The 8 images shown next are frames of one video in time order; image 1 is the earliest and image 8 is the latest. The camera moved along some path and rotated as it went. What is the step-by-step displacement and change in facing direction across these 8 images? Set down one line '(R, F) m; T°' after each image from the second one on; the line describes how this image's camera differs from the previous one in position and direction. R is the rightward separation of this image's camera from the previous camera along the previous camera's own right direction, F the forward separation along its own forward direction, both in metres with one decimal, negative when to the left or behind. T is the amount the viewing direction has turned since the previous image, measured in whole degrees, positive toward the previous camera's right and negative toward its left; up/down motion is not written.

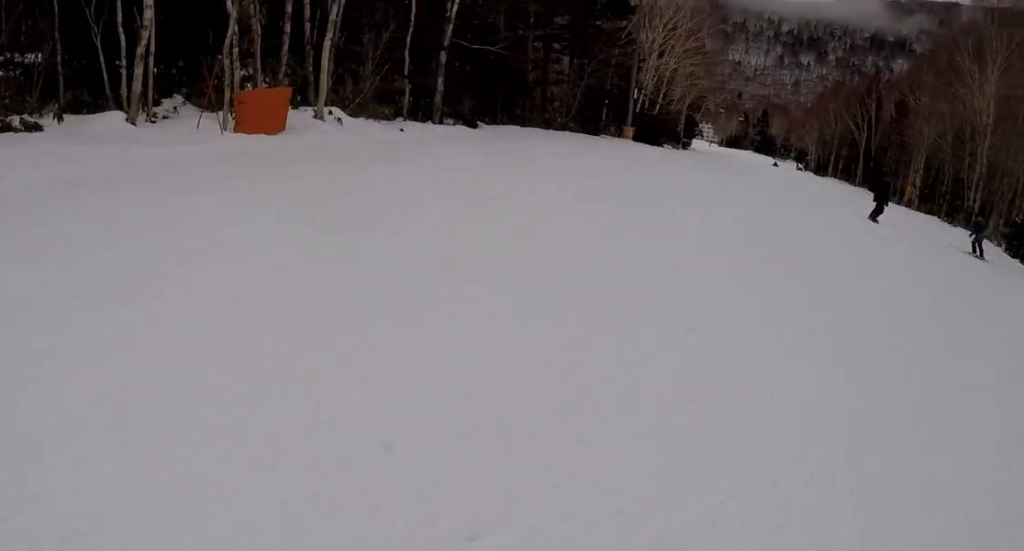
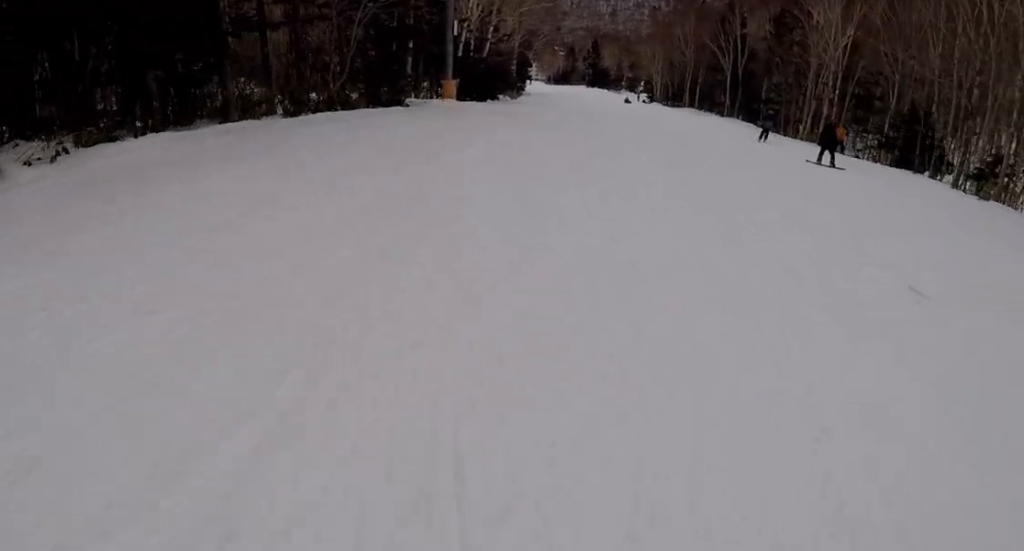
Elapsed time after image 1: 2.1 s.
(+1.1, +18.2) m; +16°
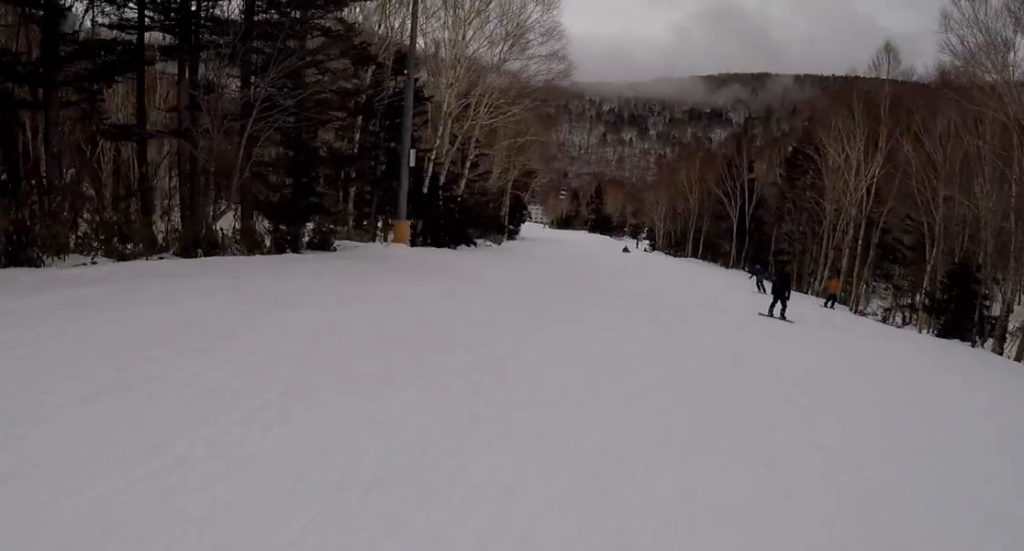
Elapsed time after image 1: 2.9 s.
(+0.7, +7.2) m; -1°
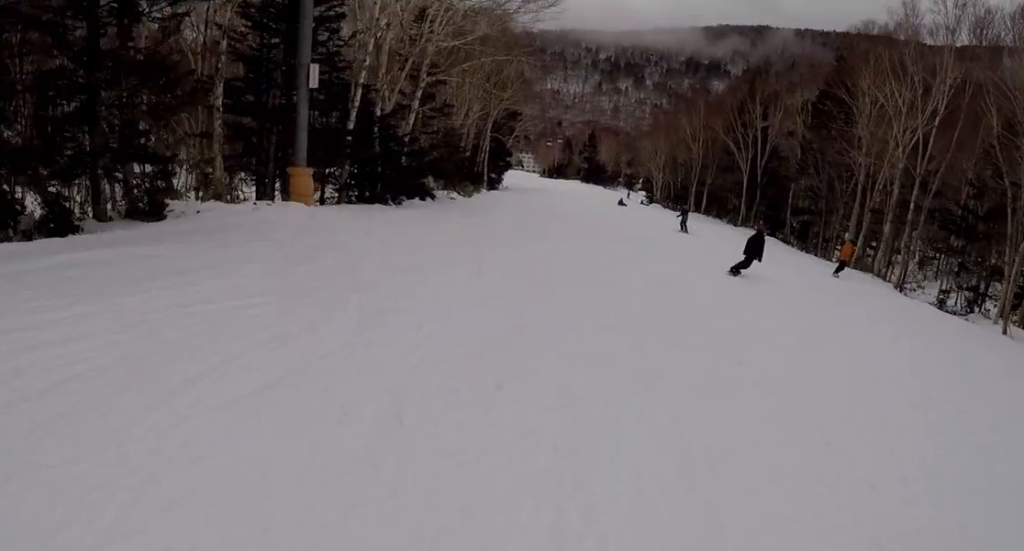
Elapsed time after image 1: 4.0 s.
(-1.0, +8.9) m; -12°
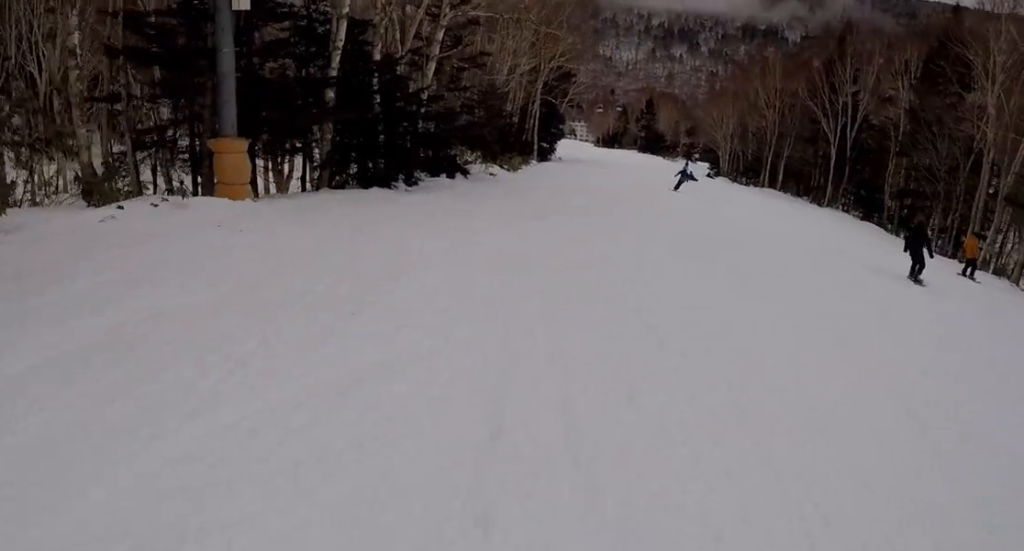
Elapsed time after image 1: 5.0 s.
(-0.6, +7.9) m; +1°
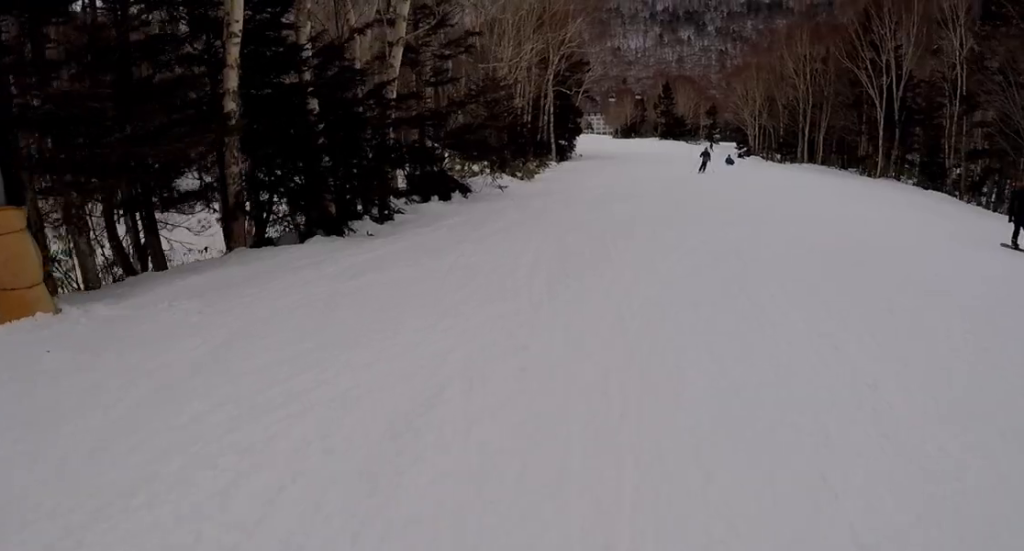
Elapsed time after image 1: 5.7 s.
(+0.3, +6.2) m; +6°
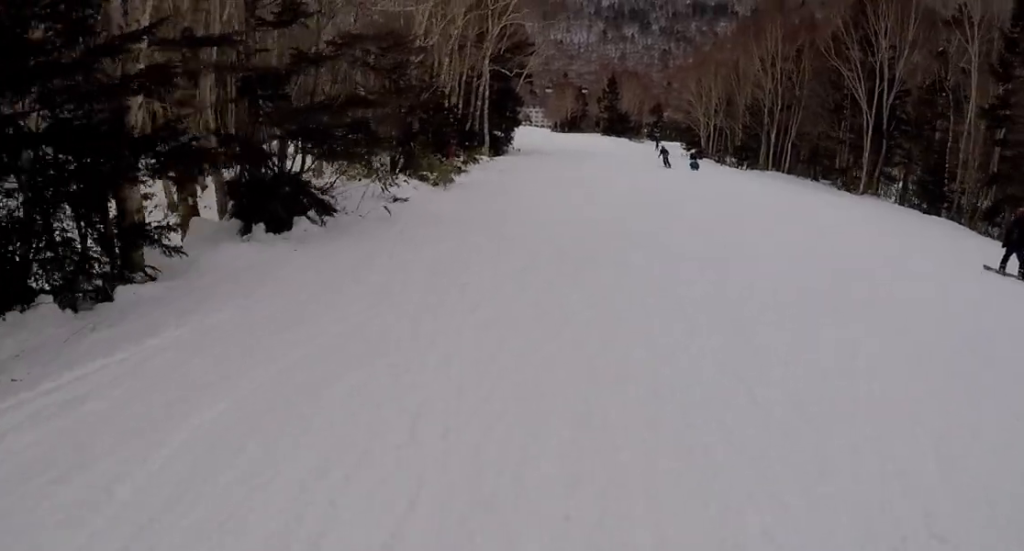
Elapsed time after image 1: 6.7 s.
(+0.8, +8.8) m; +3°
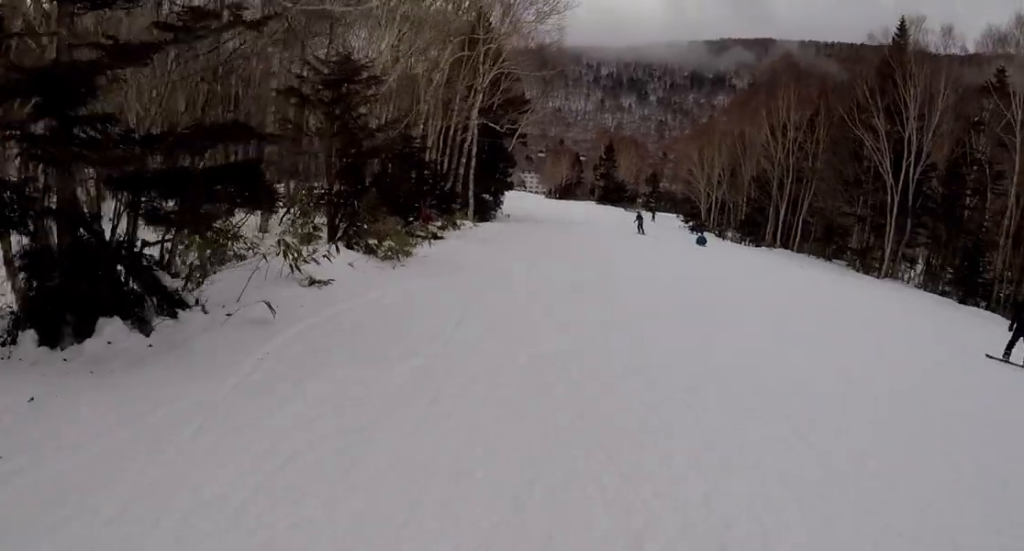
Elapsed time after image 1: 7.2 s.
(+0.2, +5.1) m; -4°
